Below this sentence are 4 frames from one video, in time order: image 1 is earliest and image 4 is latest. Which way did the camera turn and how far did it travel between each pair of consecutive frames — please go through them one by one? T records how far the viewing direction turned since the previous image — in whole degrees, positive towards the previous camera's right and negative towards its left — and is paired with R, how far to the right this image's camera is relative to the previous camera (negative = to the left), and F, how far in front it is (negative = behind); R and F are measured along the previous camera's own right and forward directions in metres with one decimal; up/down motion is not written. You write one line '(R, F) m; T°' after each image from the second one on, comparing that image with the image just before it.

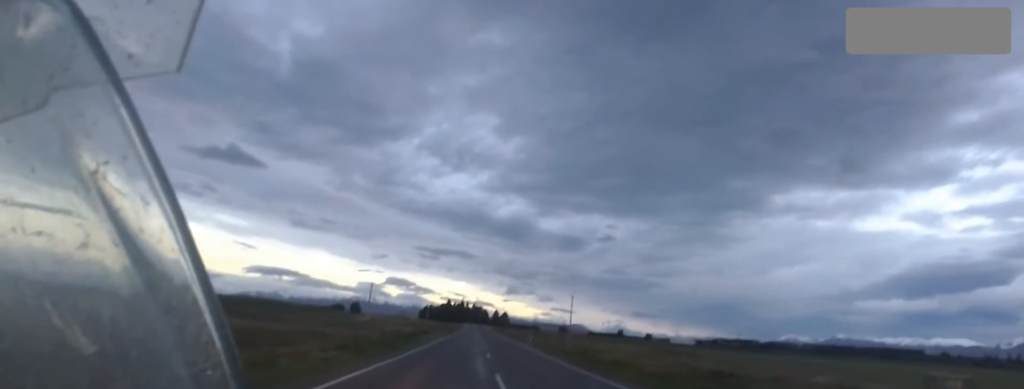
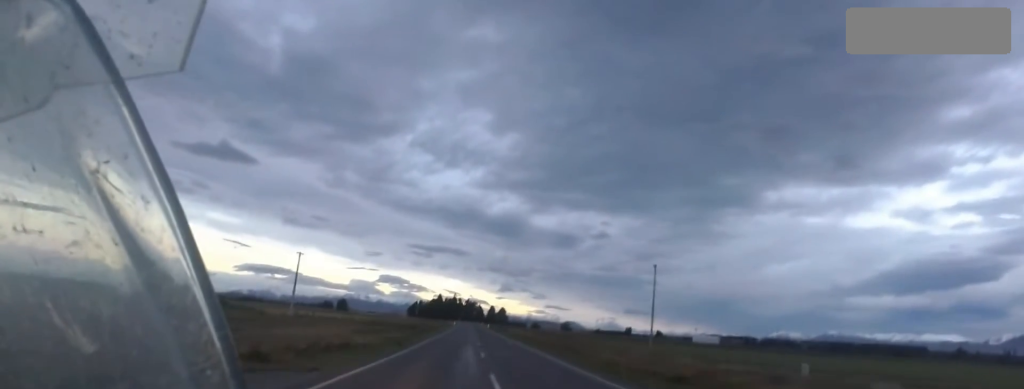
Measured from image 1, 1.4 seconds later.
(-1.3, +40.1) m; -2°
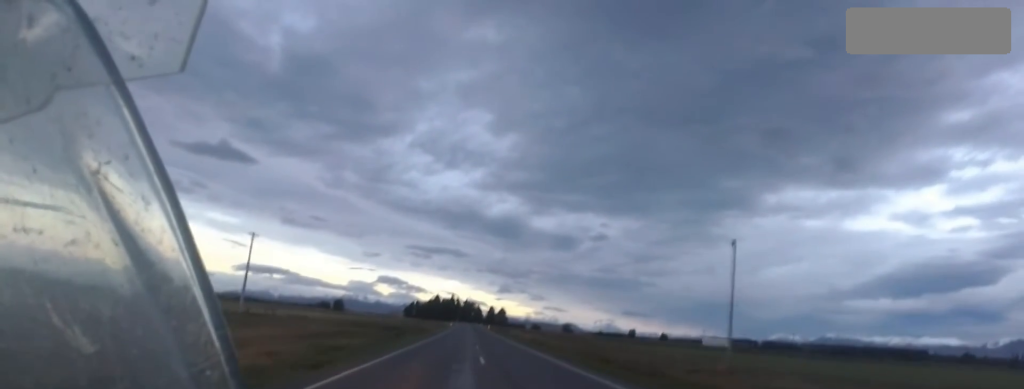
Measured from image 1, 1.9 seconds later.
(0.0, +13.3) m; 0°
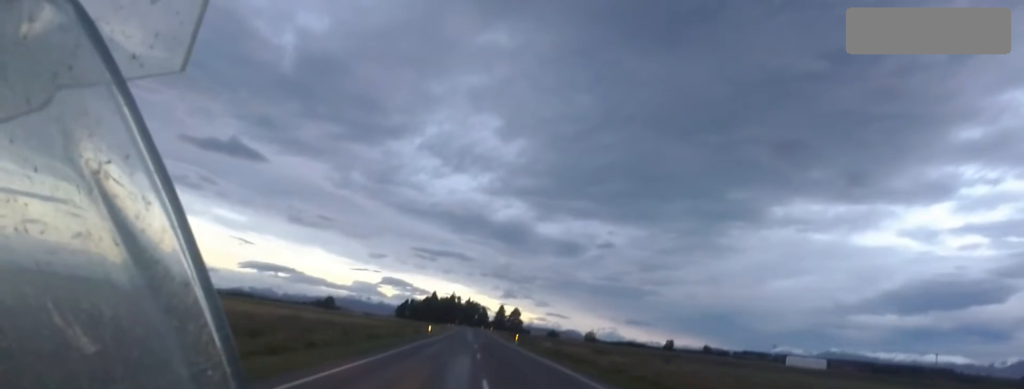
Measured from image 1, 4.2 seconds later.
(+2.9, +64.2) m; +3°
